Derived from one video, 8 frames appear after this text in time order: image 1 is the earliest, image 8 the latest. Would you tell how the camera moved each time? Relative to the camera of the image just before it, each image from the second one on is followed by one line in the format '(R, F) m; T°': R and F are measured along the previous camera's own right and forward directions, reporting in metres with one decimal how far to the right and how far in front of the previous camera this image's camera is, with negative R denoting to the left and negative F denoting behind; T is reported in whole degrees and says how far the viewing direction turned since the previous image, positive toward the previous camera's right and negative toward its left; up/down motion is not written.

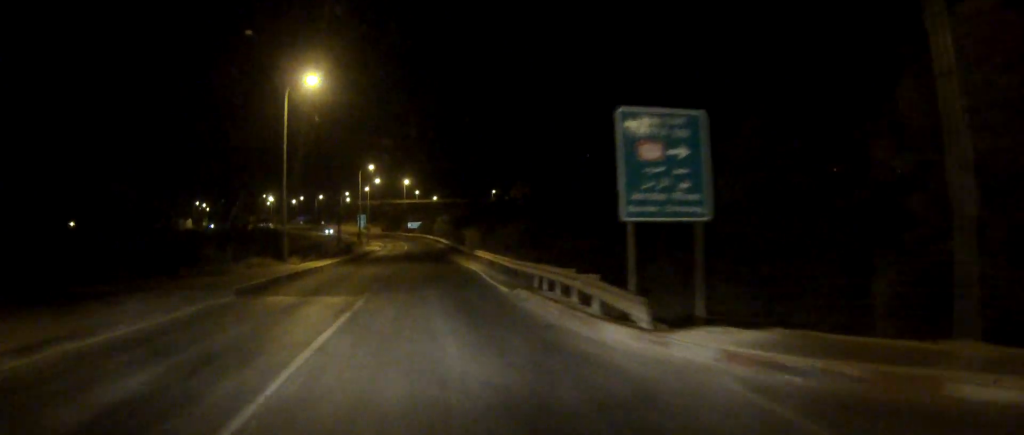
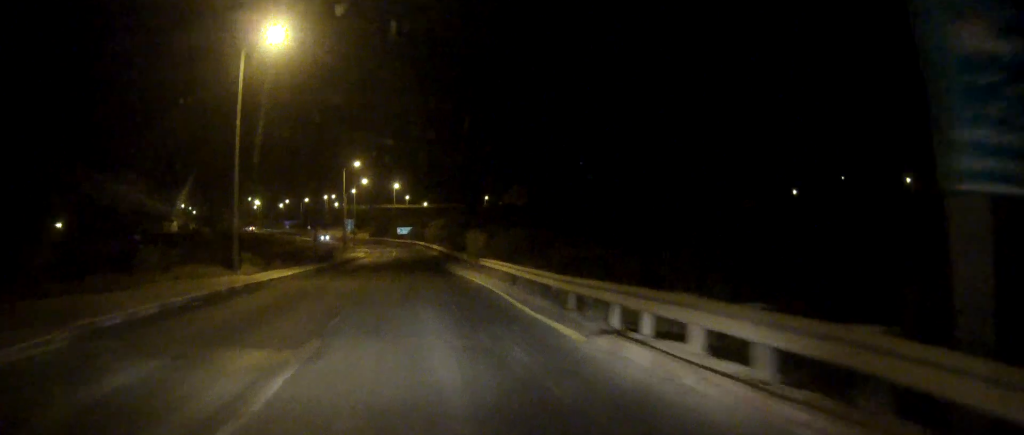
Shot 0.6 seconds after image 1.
(+0.1, +9.7) m; +1°
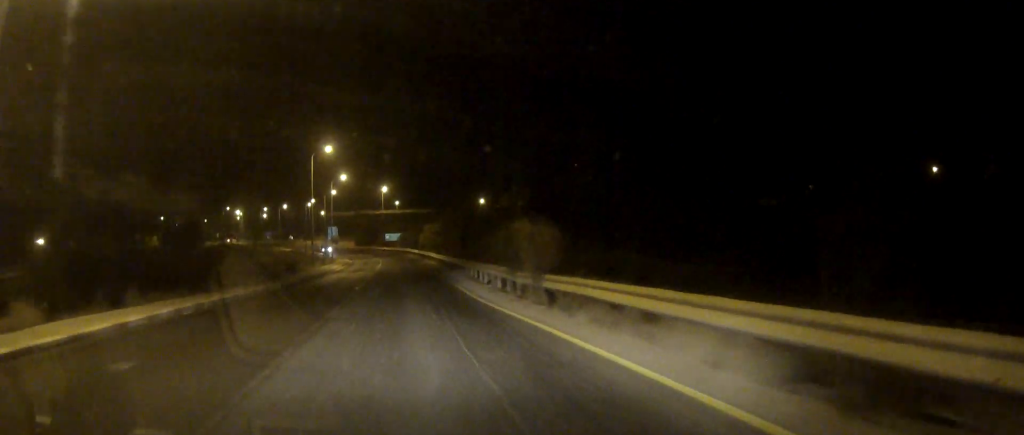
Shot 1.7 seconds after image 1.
(+0.2, +19.6) m; +1°
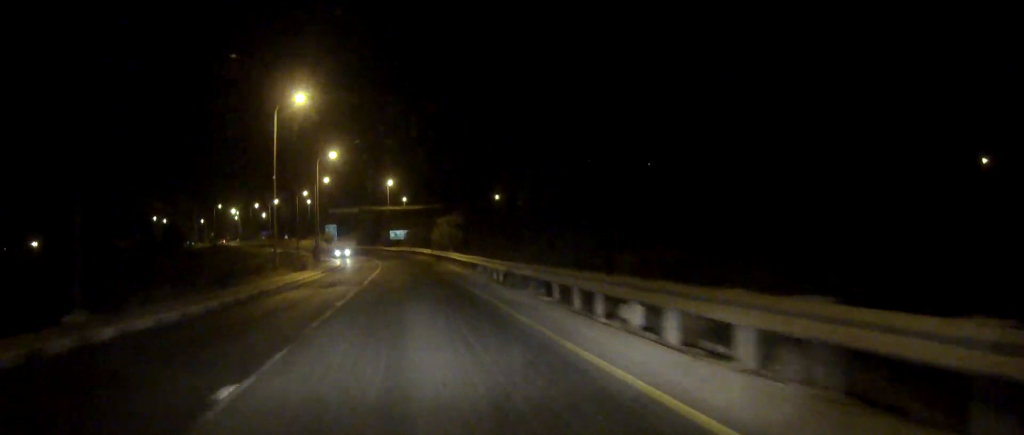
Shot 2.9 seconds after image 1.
(0.0, +21.6) m; 0°
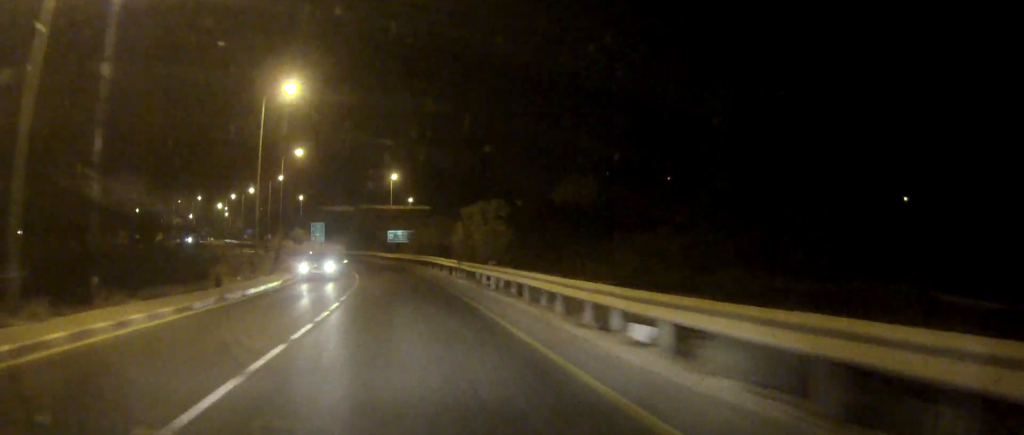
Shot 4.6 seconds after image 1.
(-0.1, +29.9) m; 0°
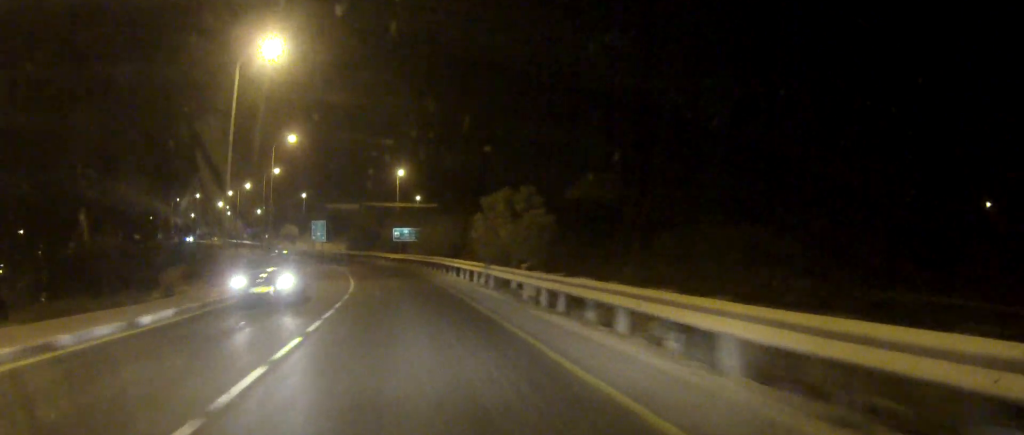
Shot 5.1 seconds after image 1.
(0.0, +8.2) m; -1°
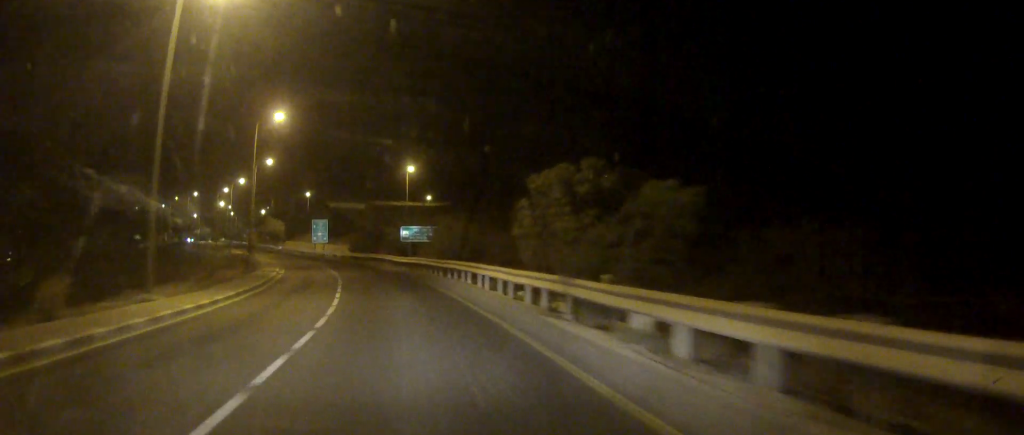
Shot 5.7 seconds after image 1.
(+0.1, +10.6) m; -1°
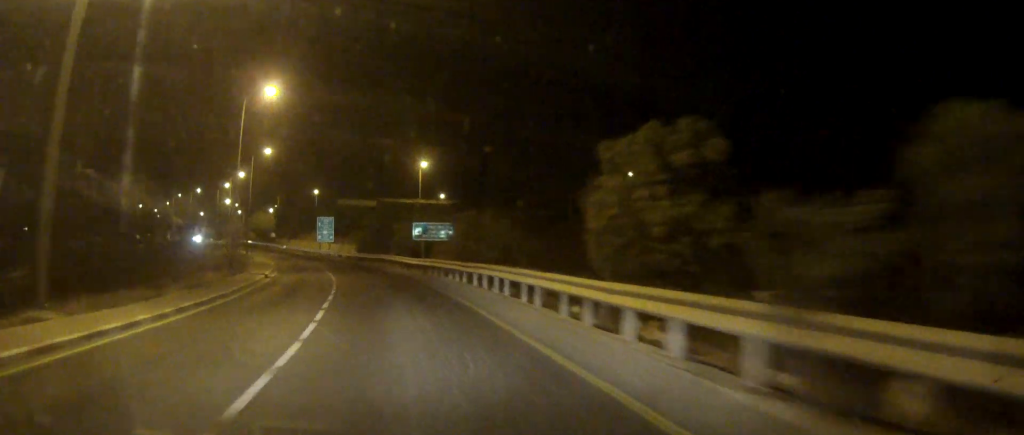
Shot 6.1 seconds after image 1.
(-0.1, +7.6) m; -1°
